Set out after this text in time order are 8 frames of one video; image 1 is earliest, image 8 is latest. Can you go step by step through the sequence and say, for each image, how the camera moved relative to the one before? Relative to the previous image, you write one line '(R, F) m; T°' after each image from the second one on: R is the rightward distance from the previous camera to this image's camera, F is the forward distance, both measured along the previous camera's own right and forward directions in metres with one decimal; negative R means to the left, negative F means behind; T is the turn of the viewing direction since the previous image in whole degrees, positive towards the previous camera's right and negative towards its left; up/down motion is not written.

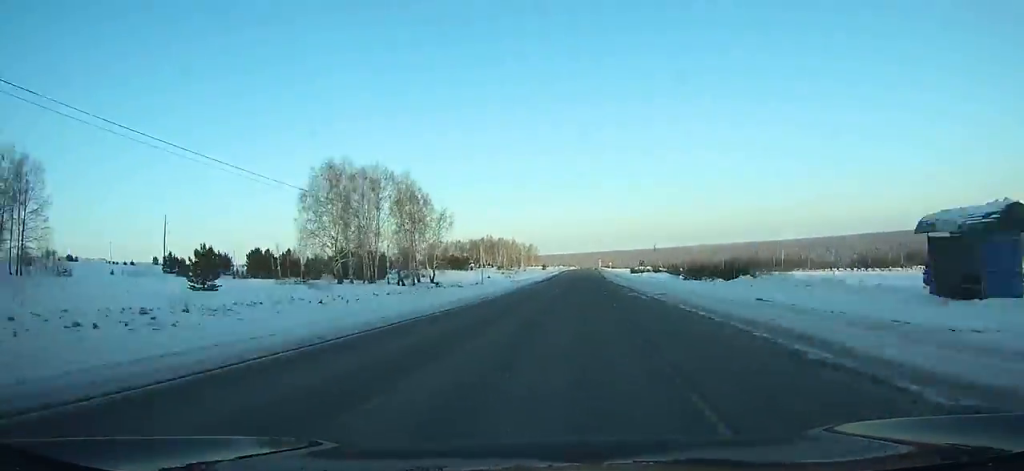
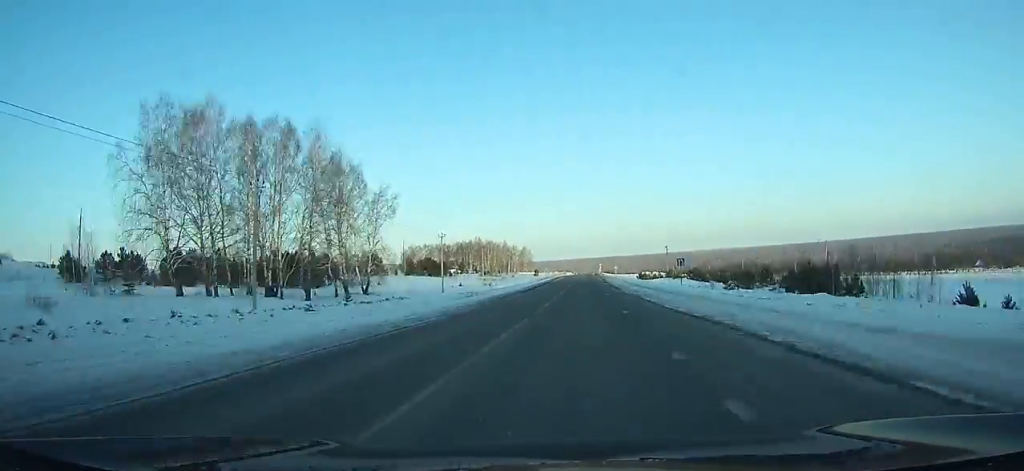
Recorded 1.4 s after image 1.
(-0.1, +34.1) m; +1°
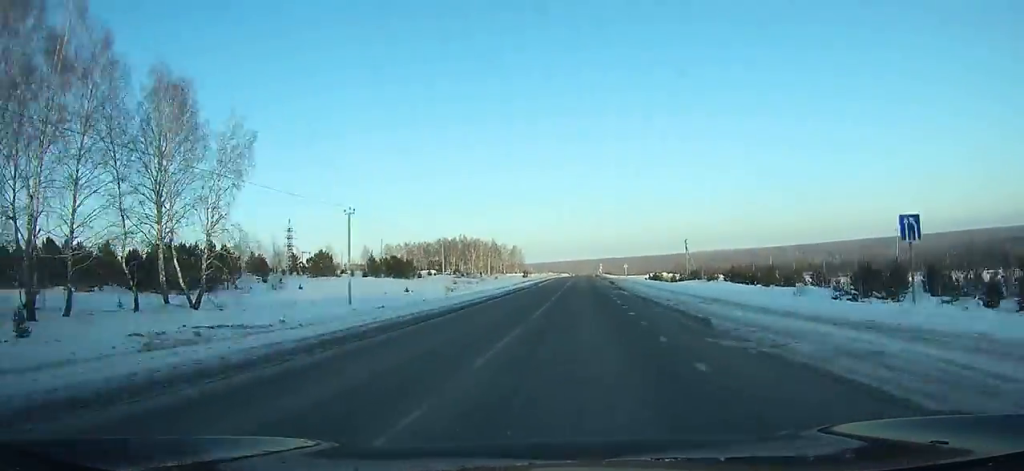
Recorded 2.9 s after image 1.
(+0.5, +37.2) m; +1°
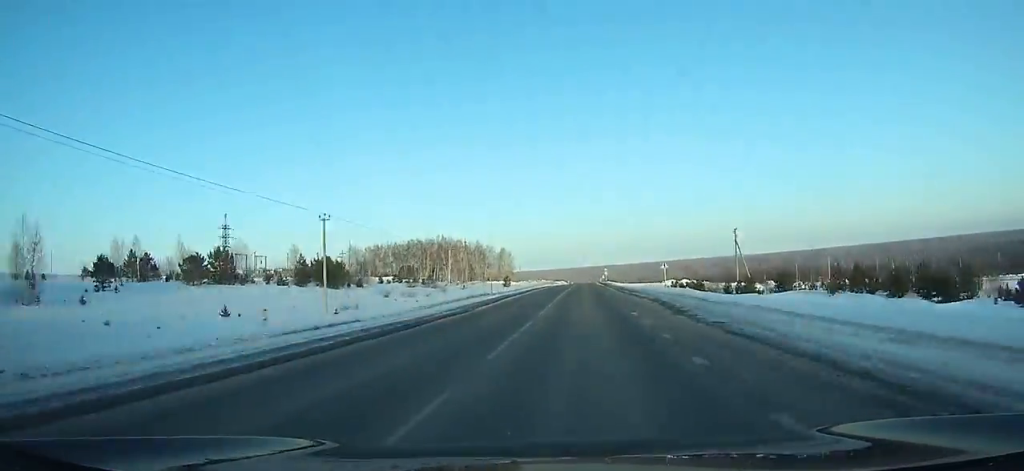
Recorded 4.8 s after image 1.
(+0.2, +47.5) m; +1°
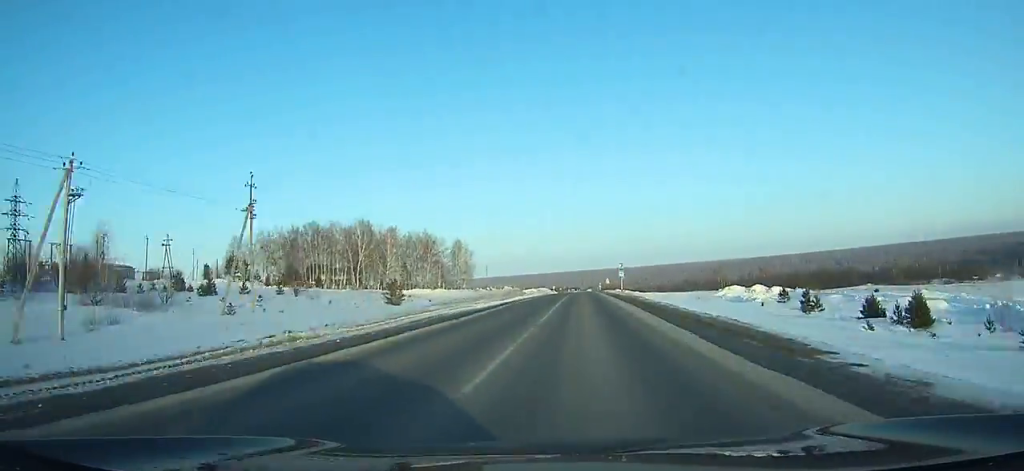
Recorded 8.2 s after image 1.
(+1.6, +87.1) m; +1°
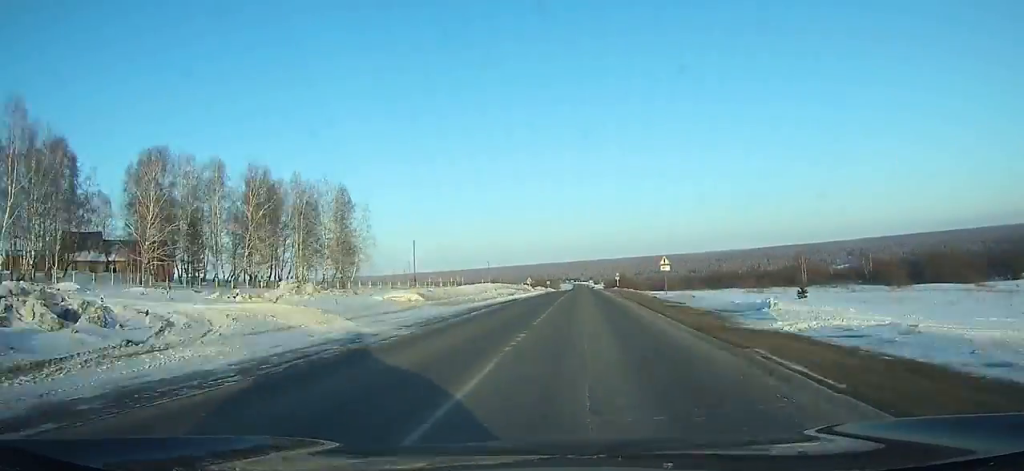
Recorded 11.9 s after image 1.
(-0.4, +96.4) m; -1°
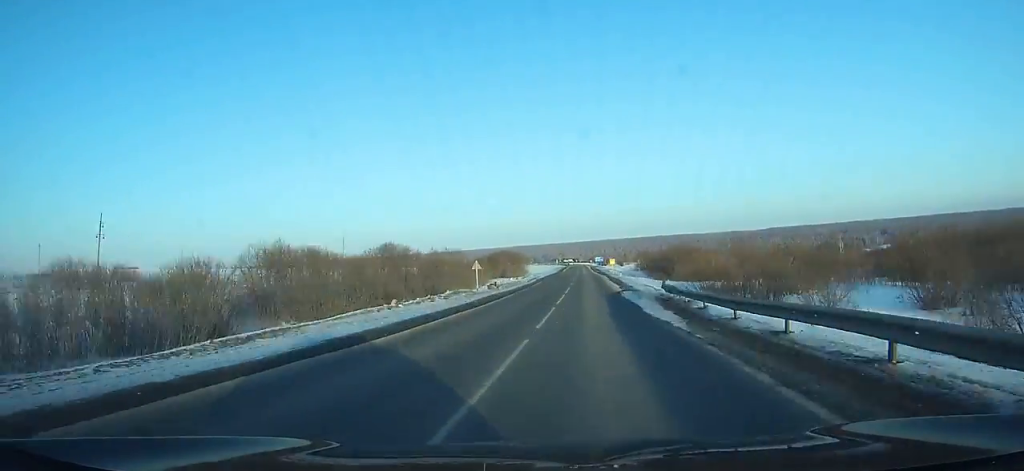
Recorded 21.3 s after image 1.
(-1.6, +246.3) m; 0°
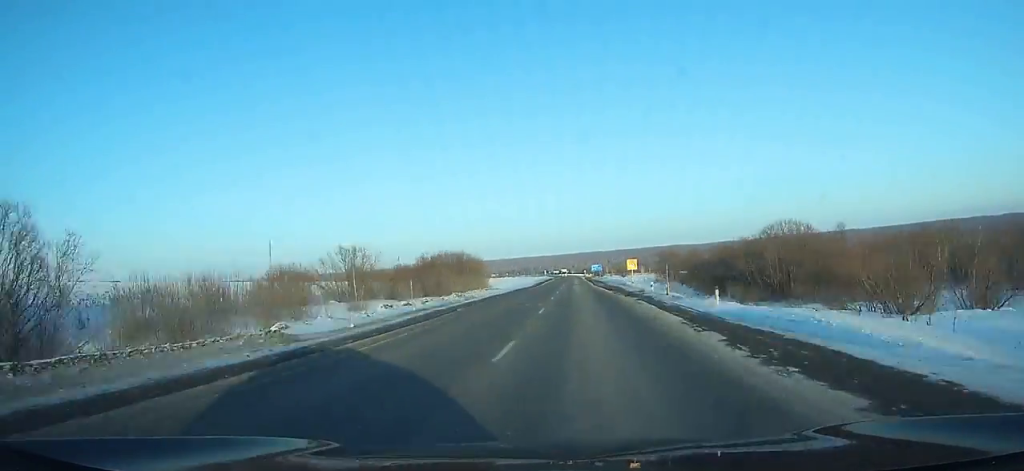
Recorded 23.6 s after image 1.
(+0.1, +59.4) m; 0°
